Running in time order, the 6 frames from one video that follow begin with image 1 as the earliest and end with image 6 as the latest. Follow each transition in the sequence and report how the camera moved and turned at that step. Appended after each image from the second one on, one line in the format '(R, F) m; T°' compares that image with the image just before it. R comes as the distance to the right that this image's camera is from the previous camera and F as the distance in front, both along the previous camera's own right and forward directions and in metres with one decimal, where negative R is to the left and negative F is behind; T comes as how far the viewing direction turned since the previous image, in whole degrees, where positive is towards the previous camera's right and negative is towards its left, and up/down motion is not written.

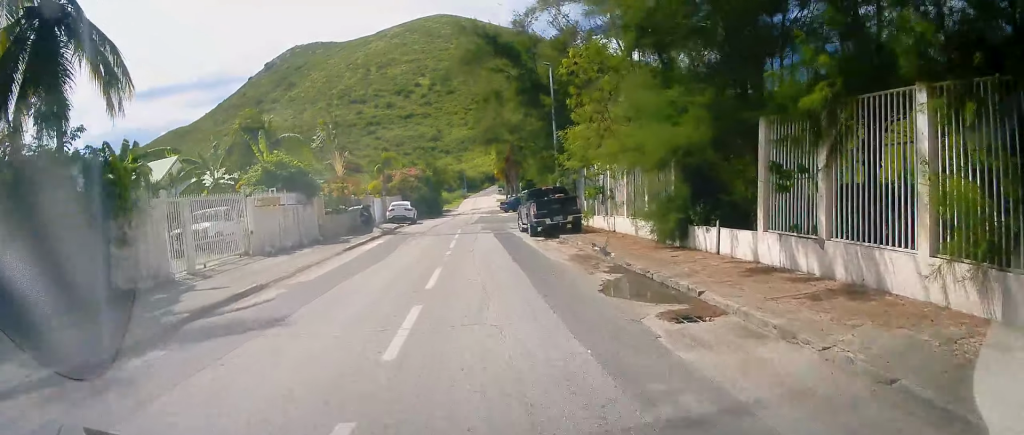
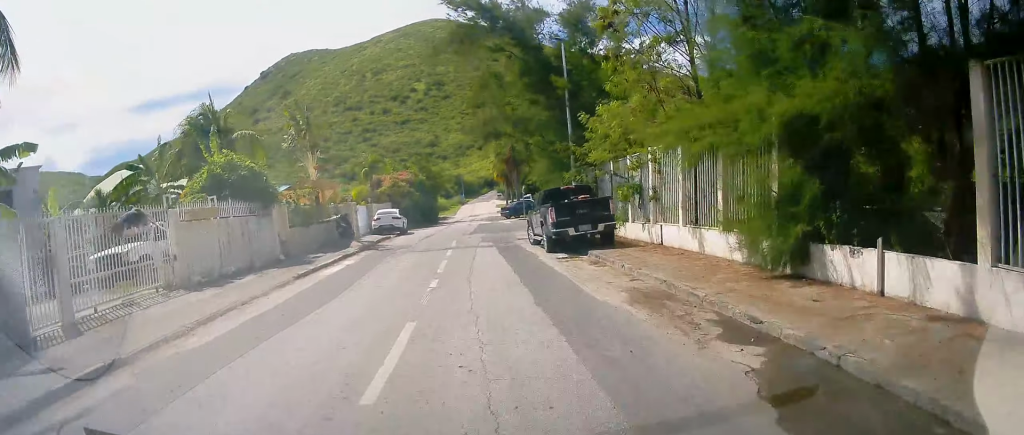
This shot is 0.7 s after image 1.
(0.0, +5.5) m; -1°
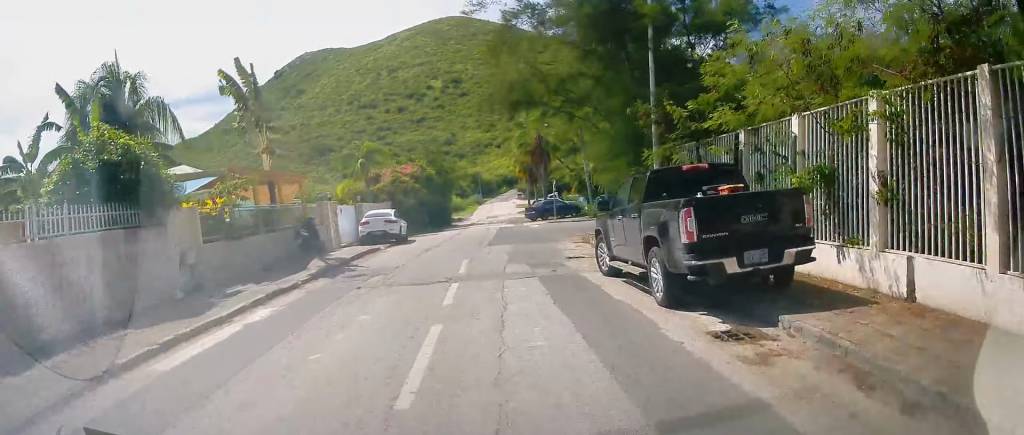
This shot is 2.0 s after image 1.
(-0.1, +9.2) m; +1°
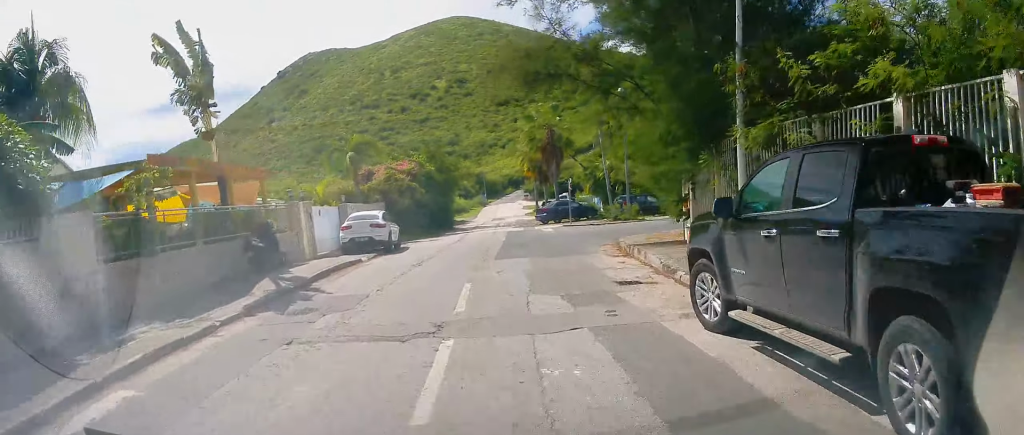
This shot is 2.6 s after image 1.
(+0.1, +4.9) m; +1°
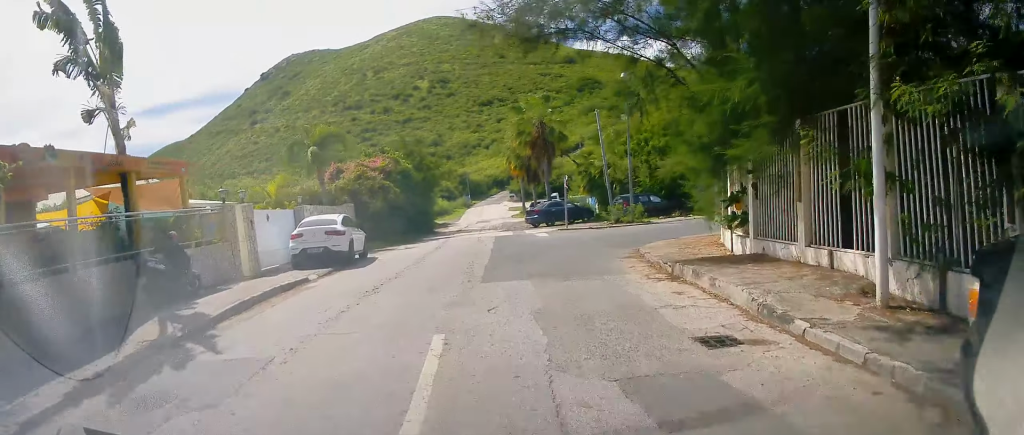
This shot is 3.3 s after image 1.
(0.0, +4.5) m; 0°
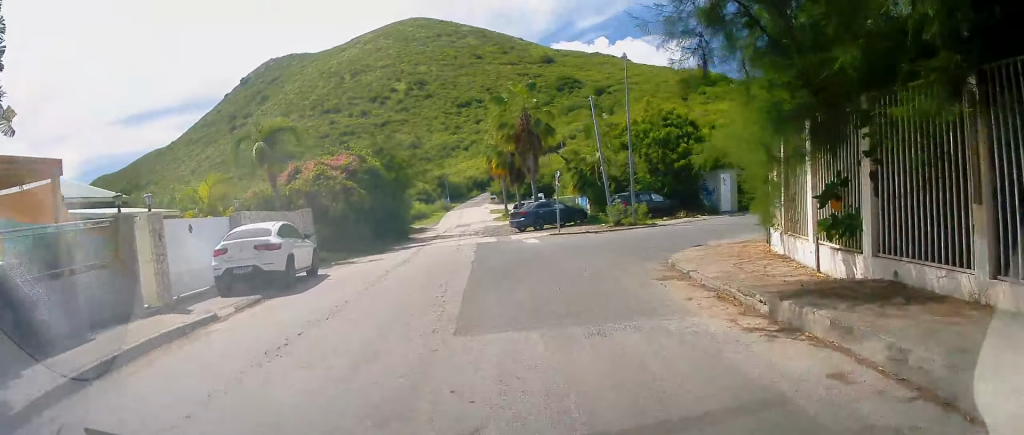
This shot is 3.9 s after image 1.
(0.0, +4.5) m; 0°
